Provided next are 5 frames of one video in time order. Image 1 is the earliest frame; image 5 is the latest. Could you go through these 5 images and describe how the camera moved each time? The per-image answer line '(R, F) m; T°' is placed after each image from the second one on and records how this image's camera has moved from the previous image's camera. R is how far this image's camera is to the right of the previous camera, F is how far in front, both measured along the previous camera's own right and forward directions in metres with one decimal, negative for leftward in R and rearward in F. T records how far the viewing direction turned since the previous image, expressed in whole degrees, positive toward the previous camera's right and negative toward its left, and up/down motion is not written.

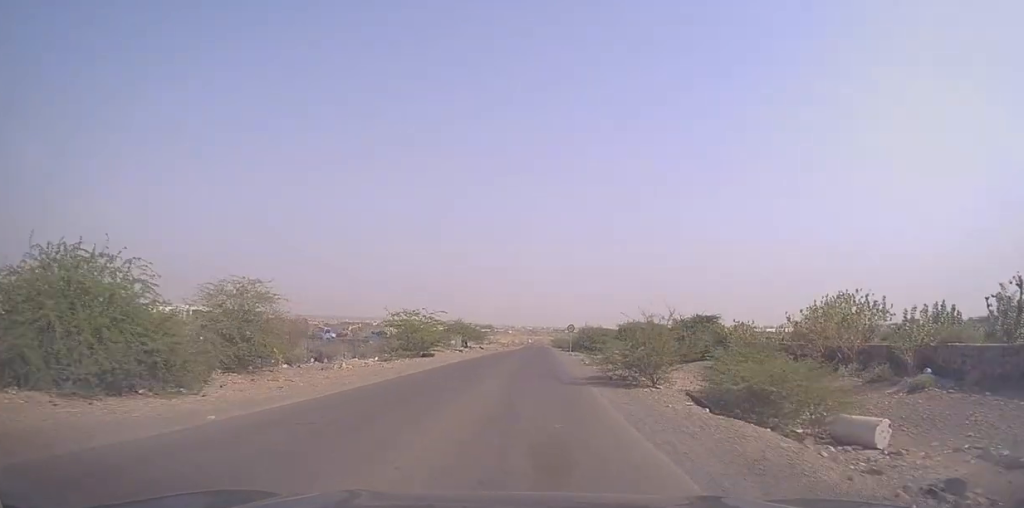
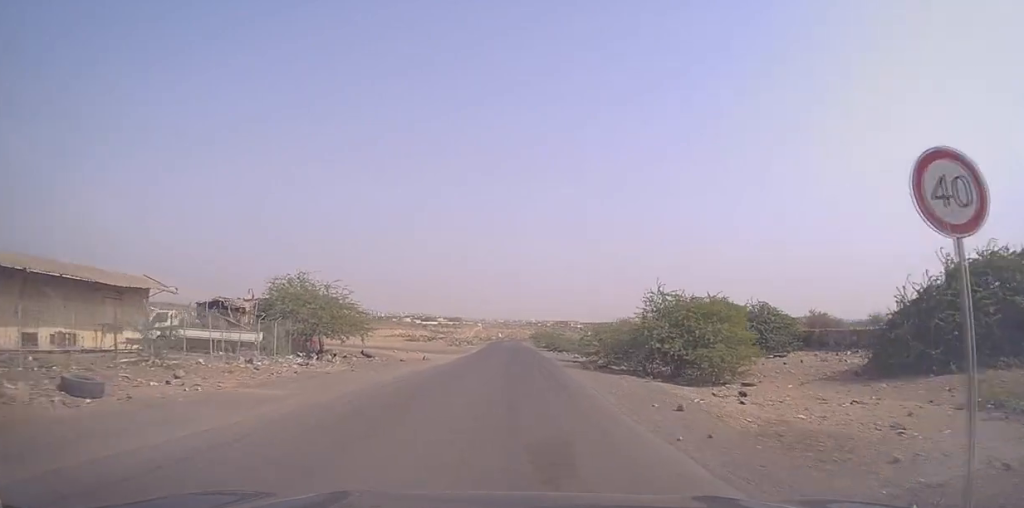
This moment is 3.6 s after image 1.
(-1.0, +56.0) m; +1°
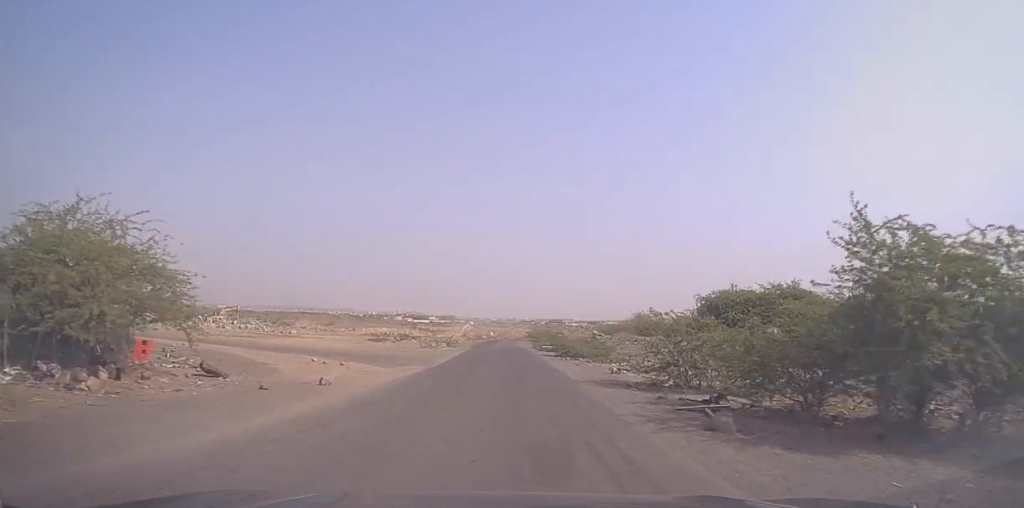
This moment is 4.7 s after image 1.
(+0.5, +17.9) m; 0°
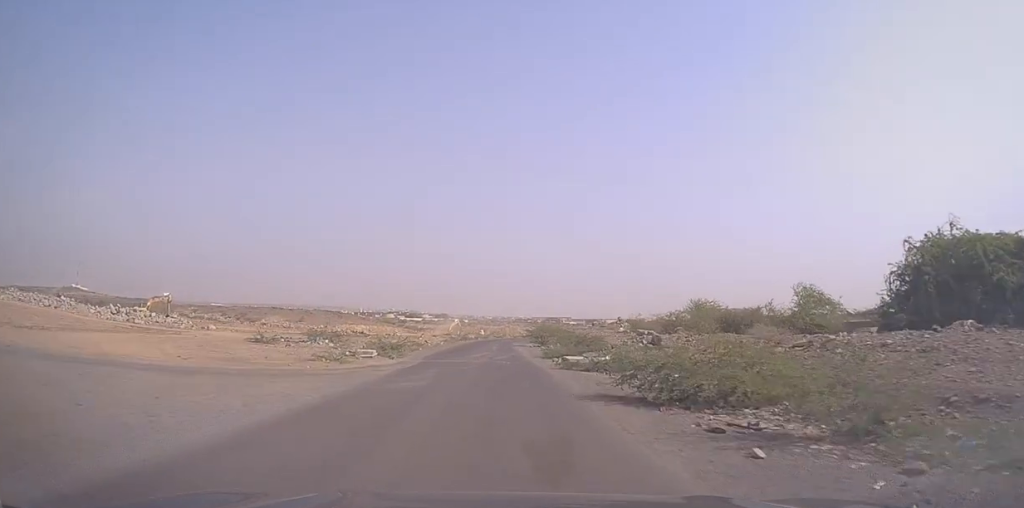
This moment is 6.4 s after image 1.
(-0.6, +31.3) m; -1°
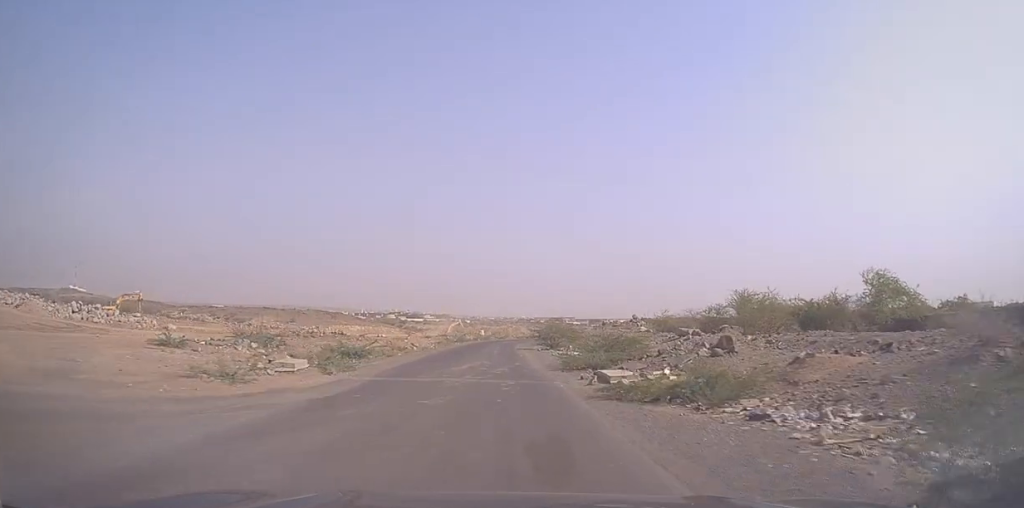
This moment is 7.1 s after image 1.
(0.0, +12.1) m; 0°
